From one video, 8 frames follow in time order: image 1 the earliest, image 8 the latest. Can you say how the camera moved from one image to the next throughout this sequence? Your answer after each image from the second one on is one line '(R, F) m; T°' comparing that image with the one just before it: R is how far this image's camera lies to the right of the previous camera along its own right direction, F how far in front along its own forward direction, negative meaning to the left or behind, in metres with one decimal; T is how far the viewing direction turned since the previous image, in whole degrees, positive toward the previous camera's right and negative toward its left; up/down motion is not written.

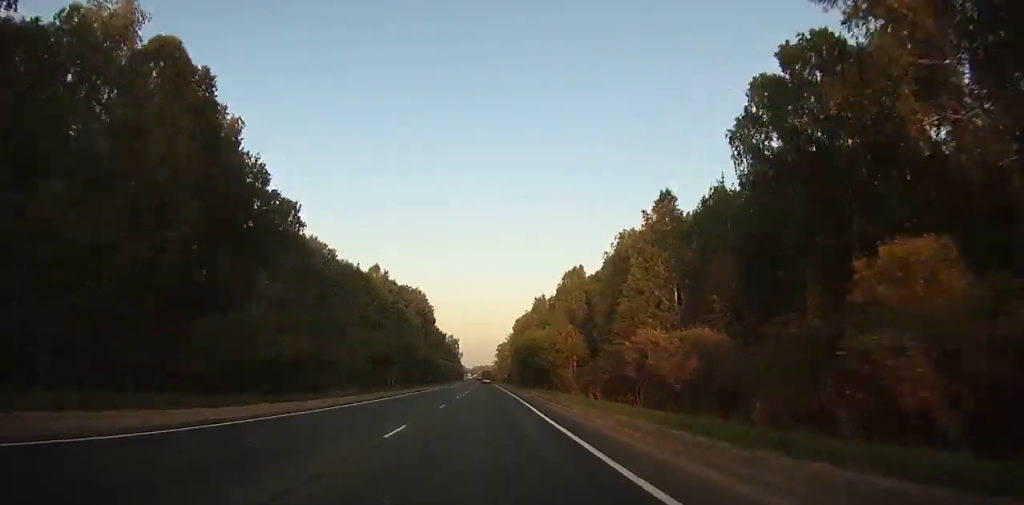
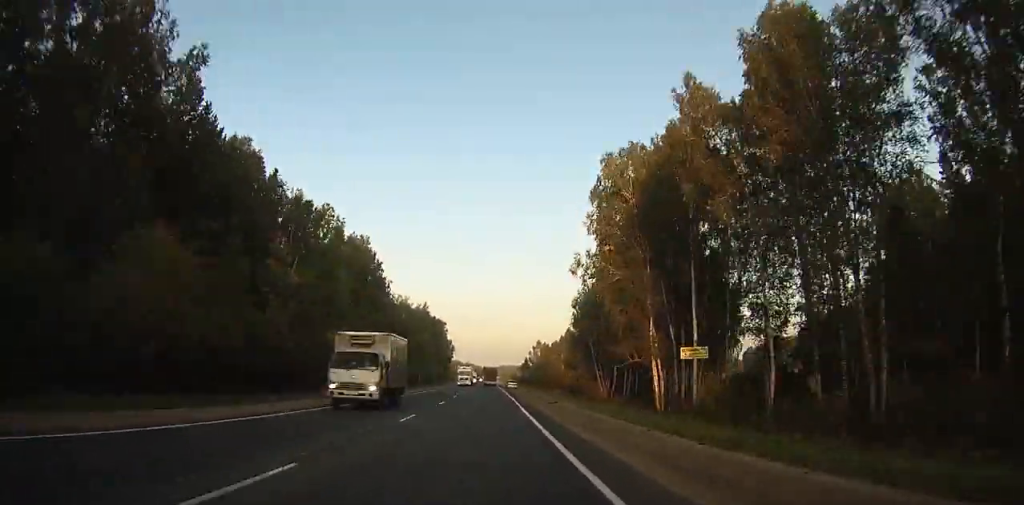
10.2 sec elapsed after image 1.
(-5.8, +294.3) m; -2°
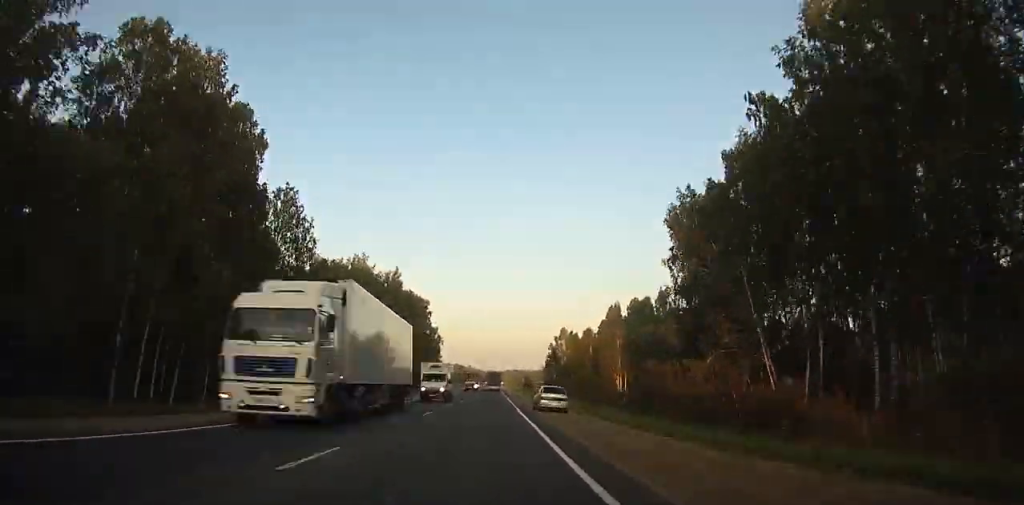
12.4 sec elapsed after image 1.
(-0.4, +59.1) m; 0°
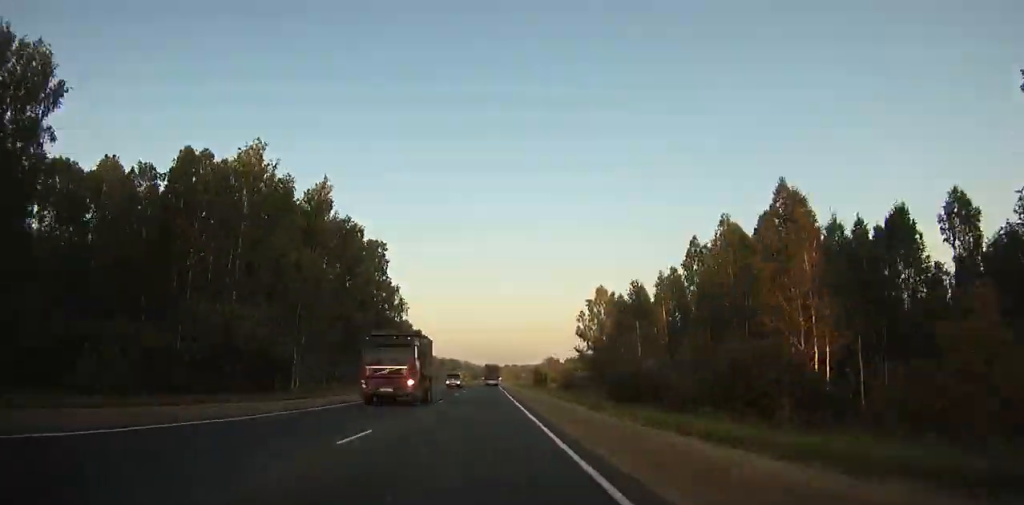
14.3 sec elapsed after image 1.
(0.0, +50.2) m; 0°
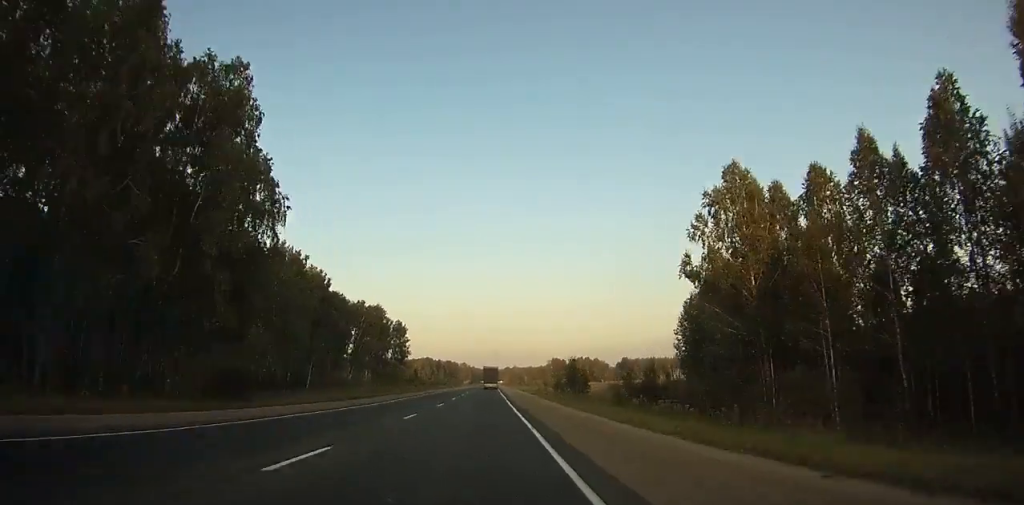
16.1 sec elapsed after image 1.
(+0.3, +47.2) m; 0°
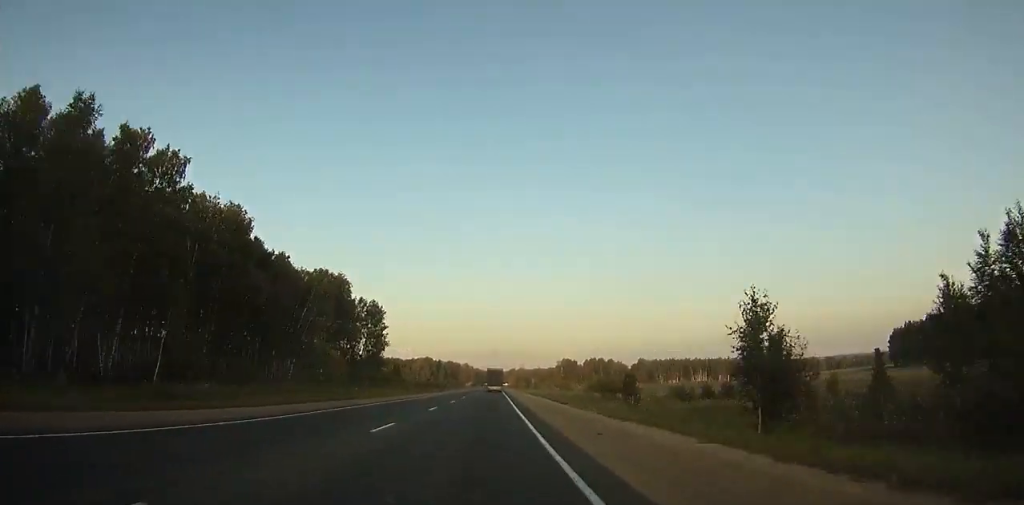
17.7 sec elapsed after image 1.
(-0.5, +41.8) m; -1°
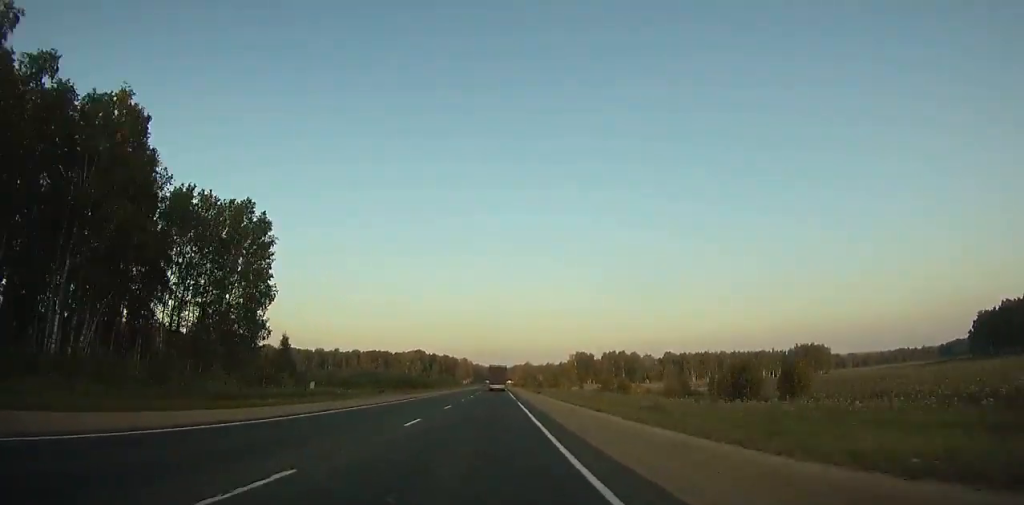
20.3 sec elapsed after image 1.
(-0.6, +68.1) m; -1°
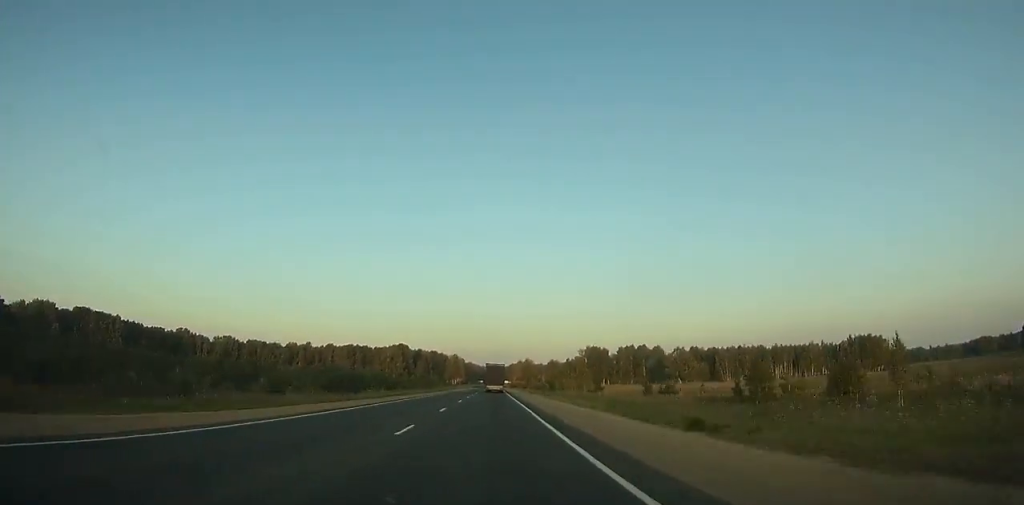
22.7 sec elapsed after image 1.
(-0.2, +63.3) m; 0°
